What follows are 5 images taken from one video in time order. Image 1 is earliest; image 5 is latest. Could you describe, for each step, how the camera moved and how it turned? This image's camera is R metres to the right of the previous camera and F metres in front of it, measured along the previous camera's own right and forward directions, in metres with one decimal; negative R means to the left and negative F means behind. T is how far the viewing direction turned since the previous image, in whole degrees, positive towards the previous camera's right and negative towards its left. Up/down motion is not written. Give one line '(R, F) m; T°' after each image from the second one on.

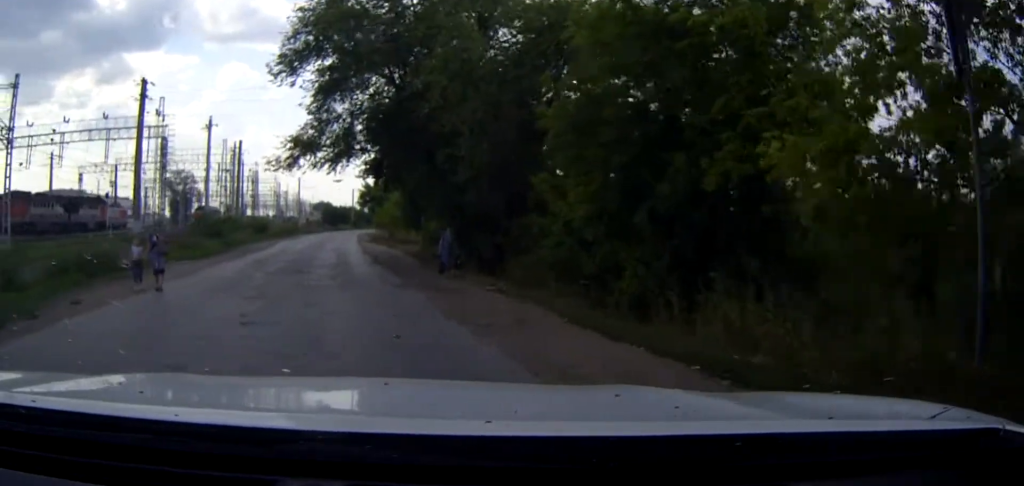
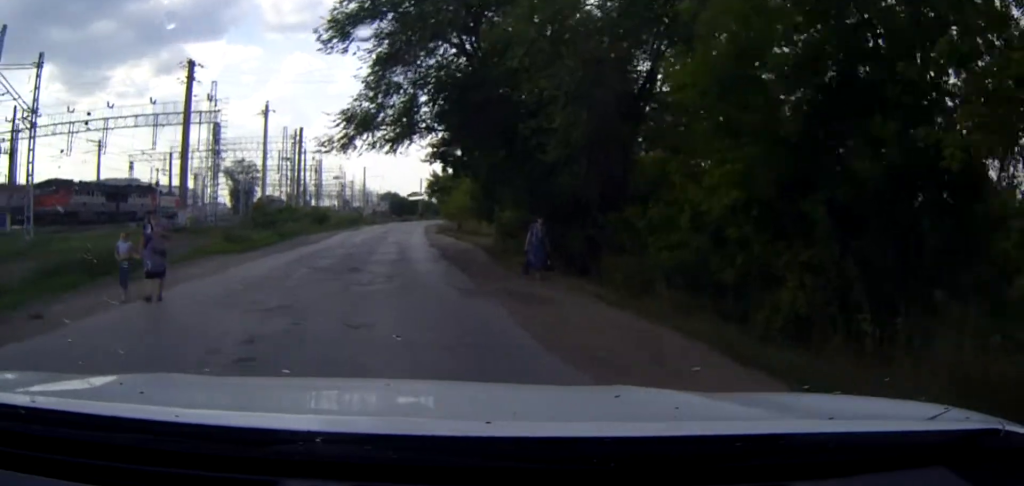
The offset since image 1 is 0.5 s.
(-0.3, +3.4) m; -4°
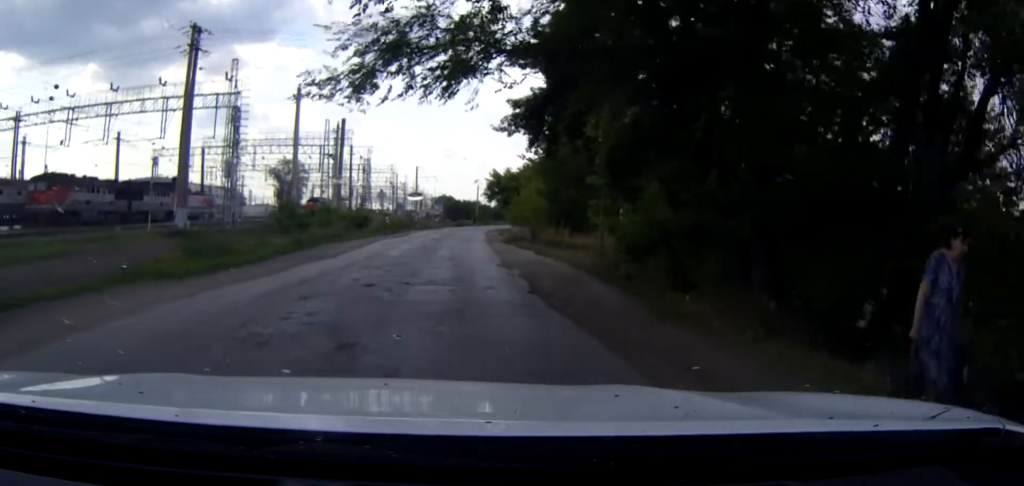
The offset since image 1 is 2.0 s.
(-0.8, +11.0) m; -5°
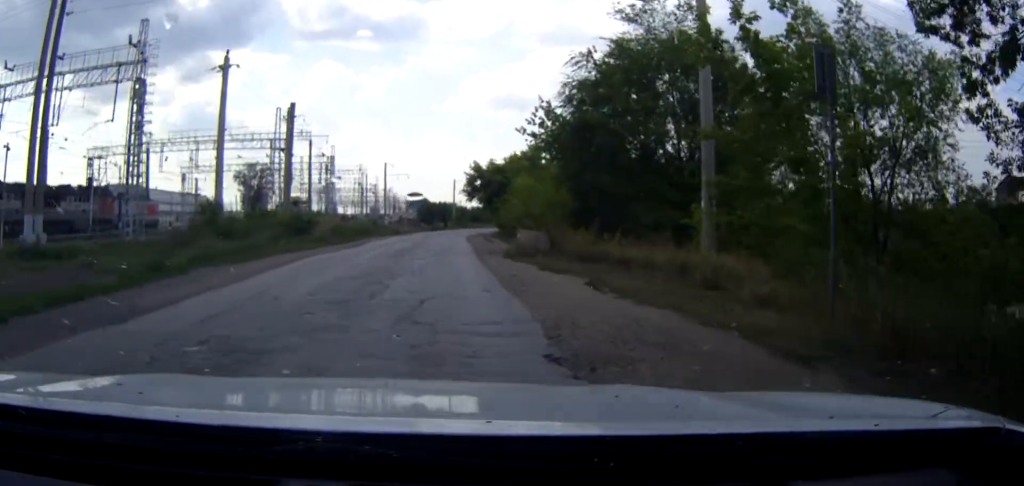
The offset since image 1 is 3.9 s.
(+0.2, +16.4) m; +2°
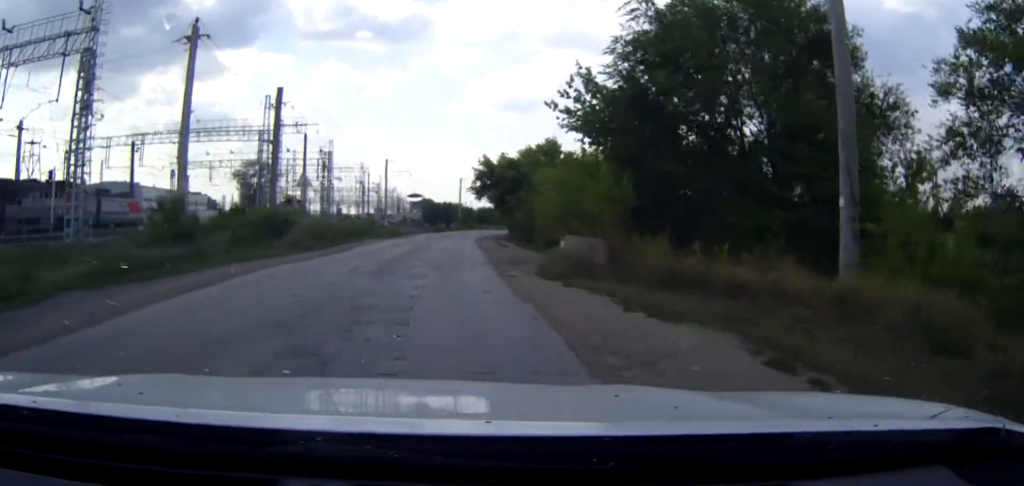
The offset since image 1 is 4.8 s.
(+0.1, +8.2) m; -1°
